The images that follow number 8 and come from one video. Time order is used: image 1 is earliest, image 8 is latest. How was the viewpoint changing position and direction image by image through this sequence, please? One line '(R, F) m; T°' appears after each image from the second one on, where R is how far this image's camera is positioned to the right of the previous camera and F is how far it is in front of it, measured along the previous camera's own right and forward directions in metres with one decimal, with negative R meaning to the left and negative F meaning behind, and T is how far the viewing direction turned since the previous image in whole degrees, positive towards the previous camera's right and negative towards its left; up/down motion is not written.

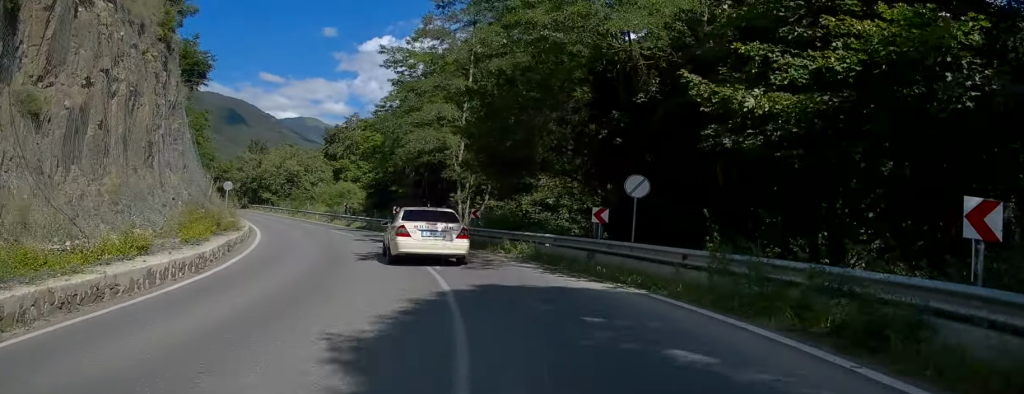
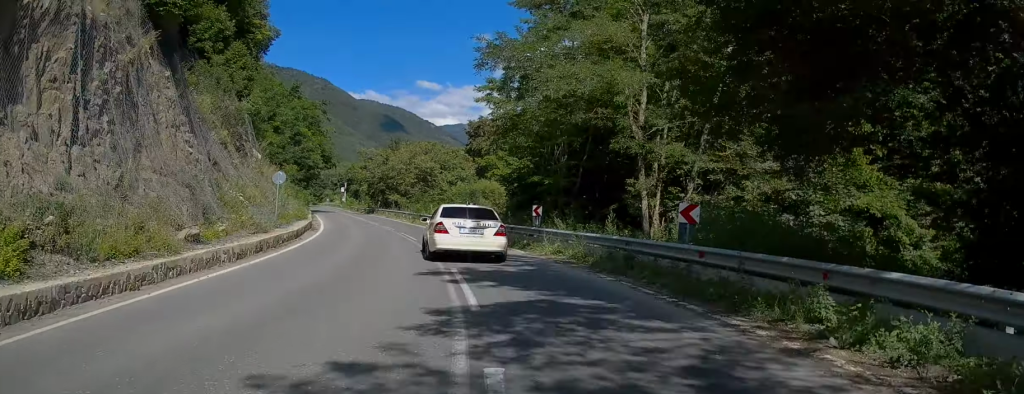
(-2.1, +14.5) m; -14°
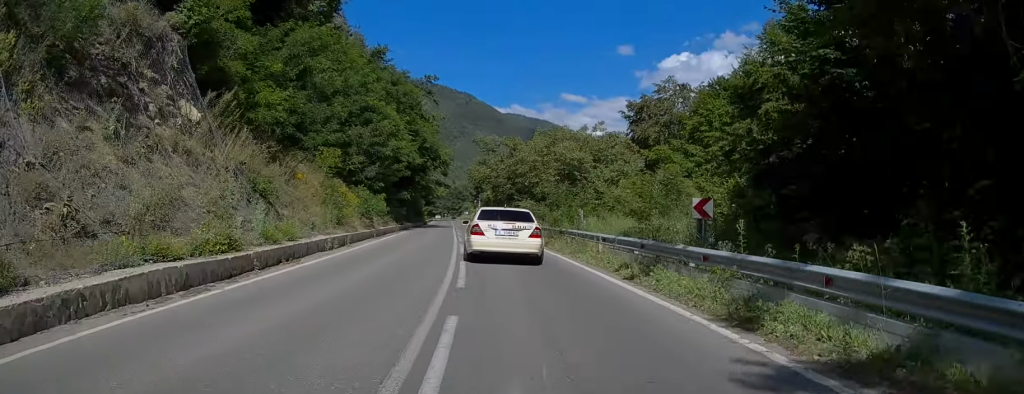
(-2.3, +23.7) m; -8°
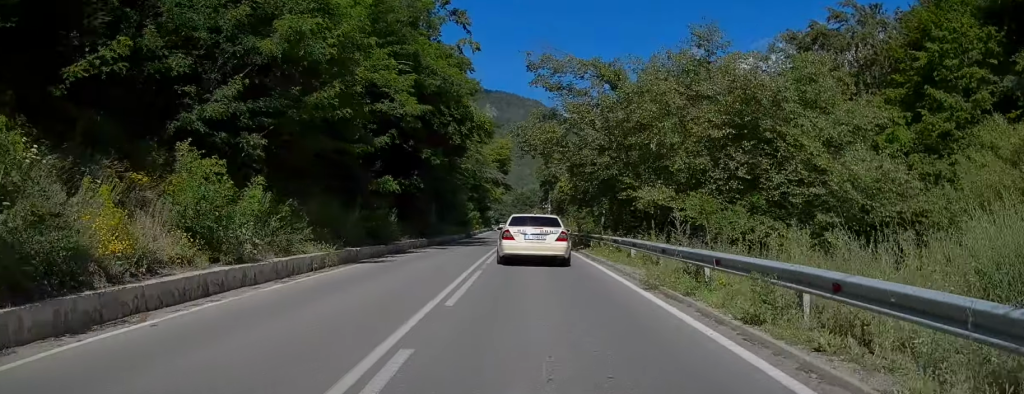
(-2.8, +28.3) m; -9°
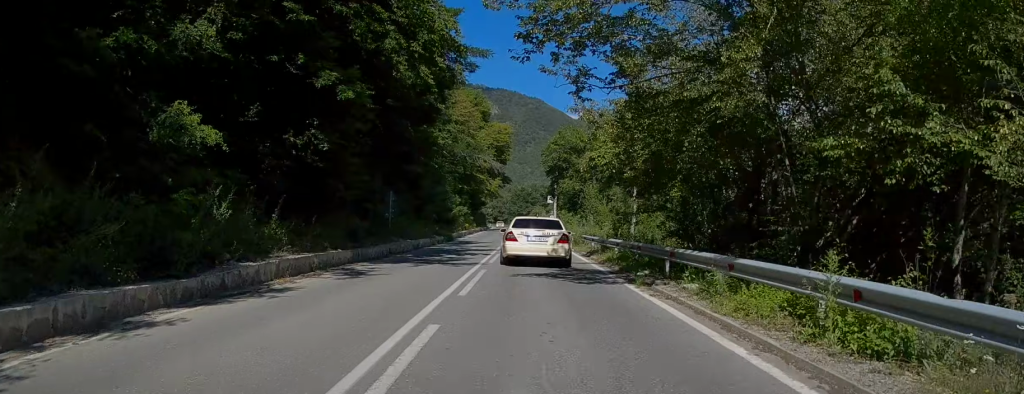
(+0.1, +16.3) m; 0°
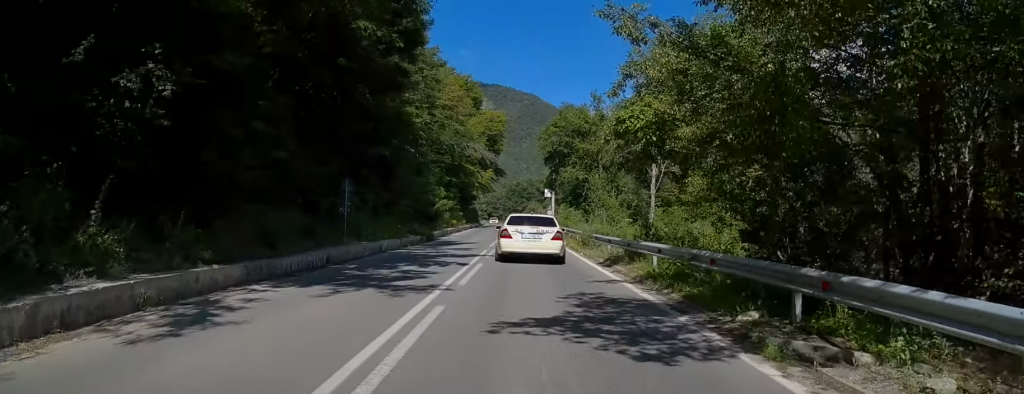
(0.0, +7.5) m; 0°
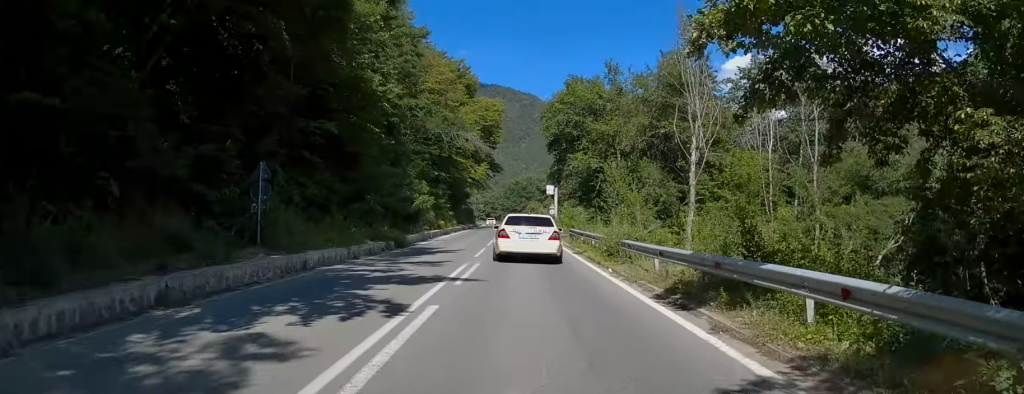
(0.0, +8.6) m; 0°
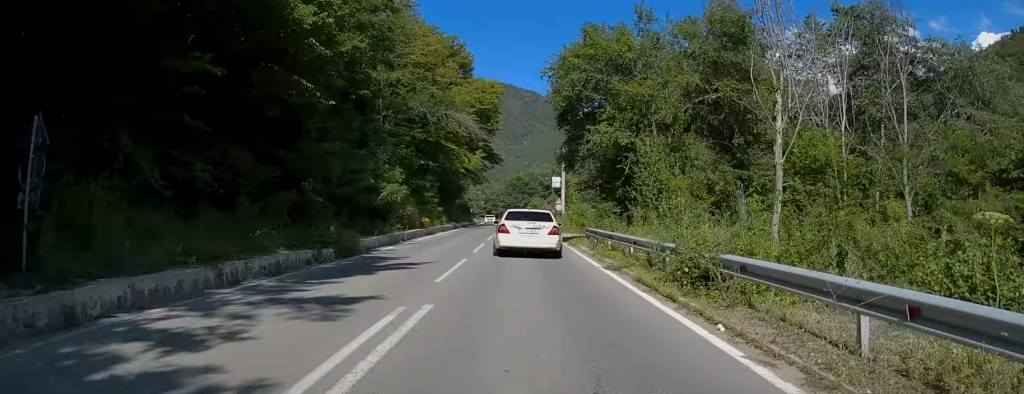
(+0.1, +9.1) m; 0°
